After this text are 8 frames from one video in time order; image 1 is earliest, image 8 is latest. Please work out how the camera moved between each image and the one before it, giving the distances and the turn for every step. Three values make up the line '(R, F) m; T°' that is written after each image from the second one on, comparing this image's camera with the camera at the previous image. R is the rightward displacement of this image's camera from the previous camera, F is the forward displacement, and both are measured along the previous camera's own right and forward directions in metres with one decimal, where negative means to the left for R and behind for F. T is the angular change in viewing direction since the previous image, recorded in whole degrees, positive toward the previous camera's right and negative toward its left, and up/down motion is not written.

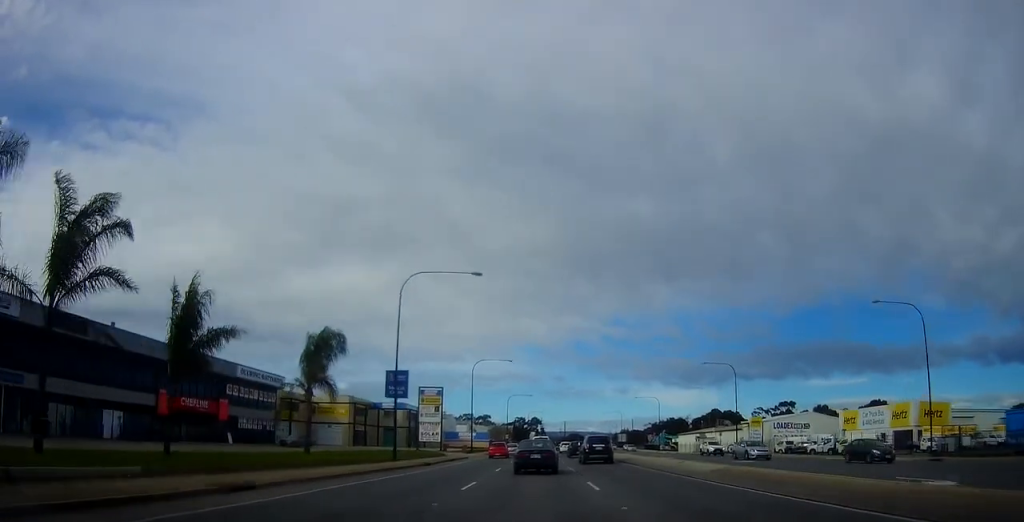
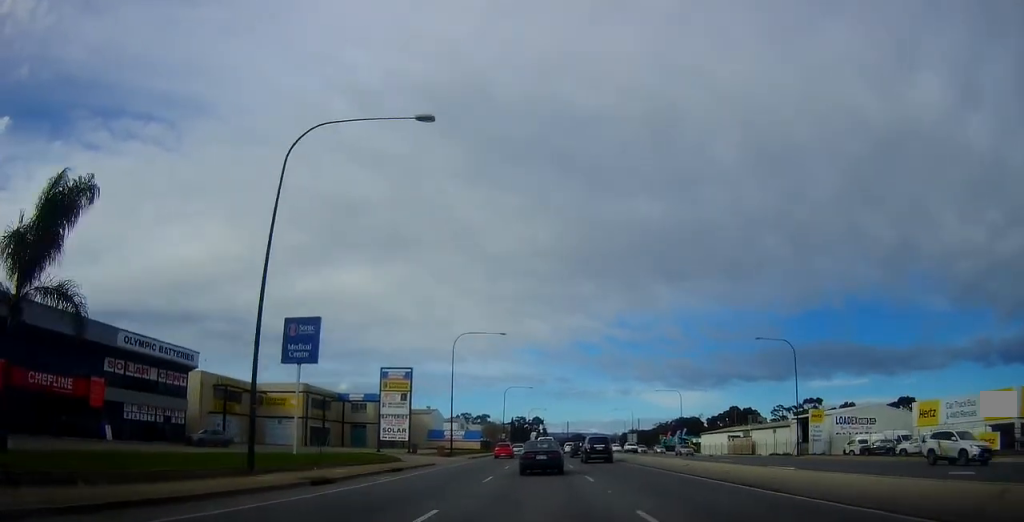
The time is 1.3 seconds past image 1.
(0.0, +19.8) m; 0°
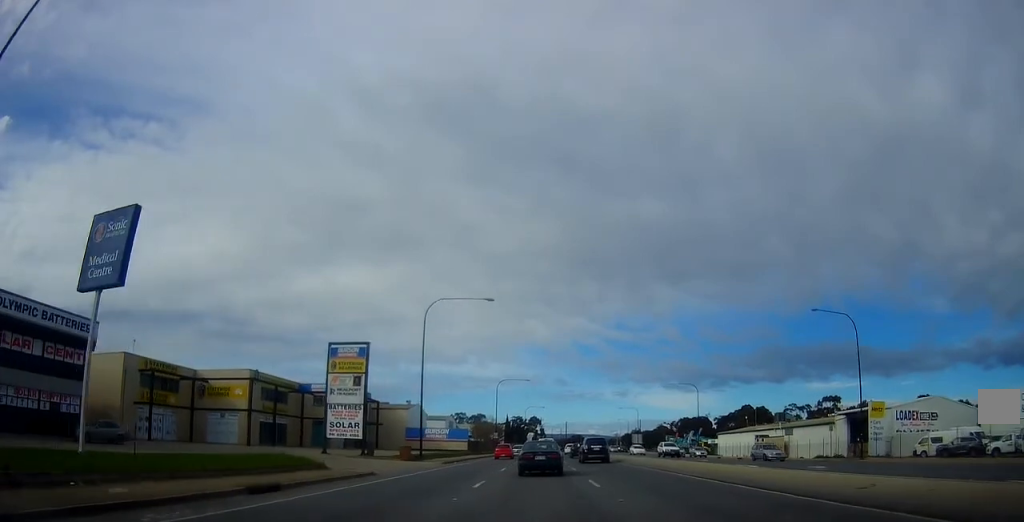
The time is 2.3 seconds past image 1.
(0.0, +14.3) m; 0°
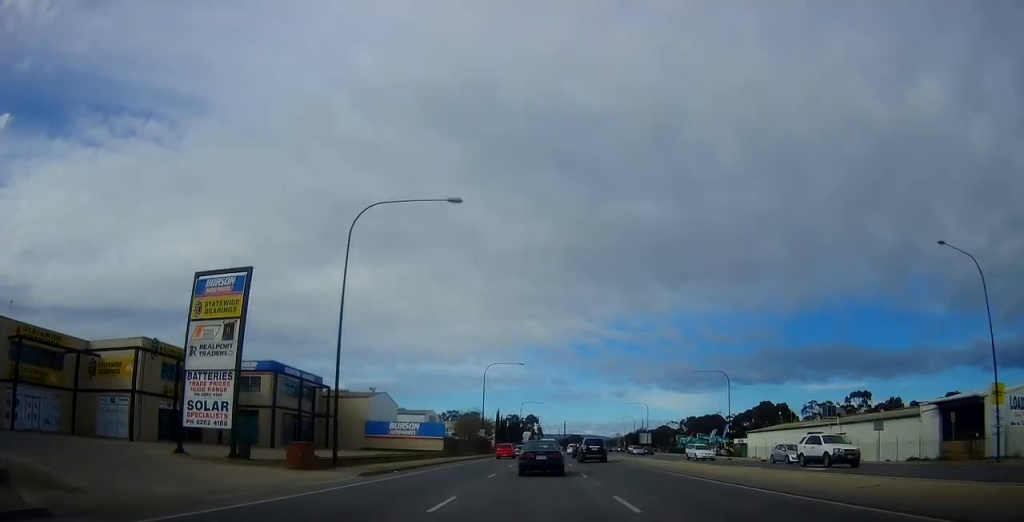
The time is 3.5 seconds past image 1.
(0.0, +18.6) m; 0°
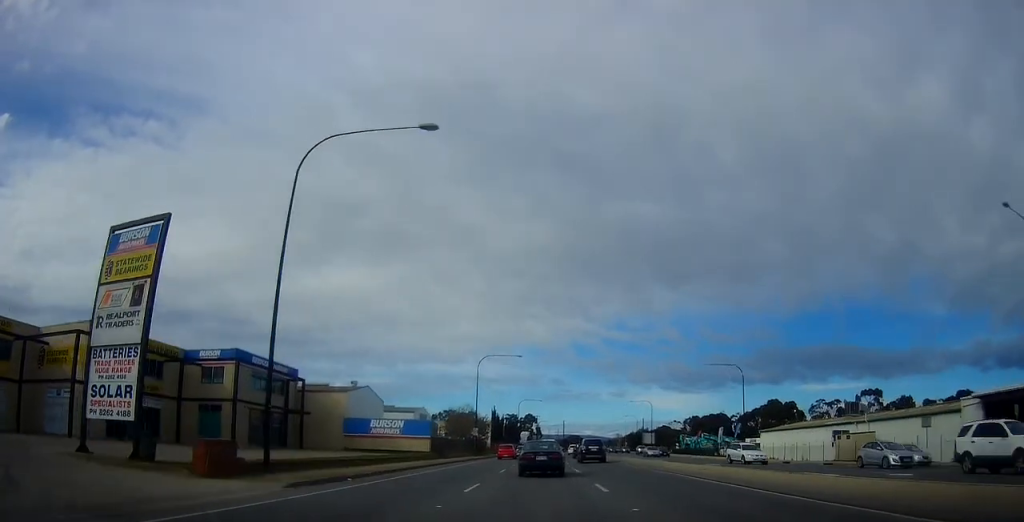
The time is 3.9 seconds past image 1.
(0.0, +6.7) m; 0°
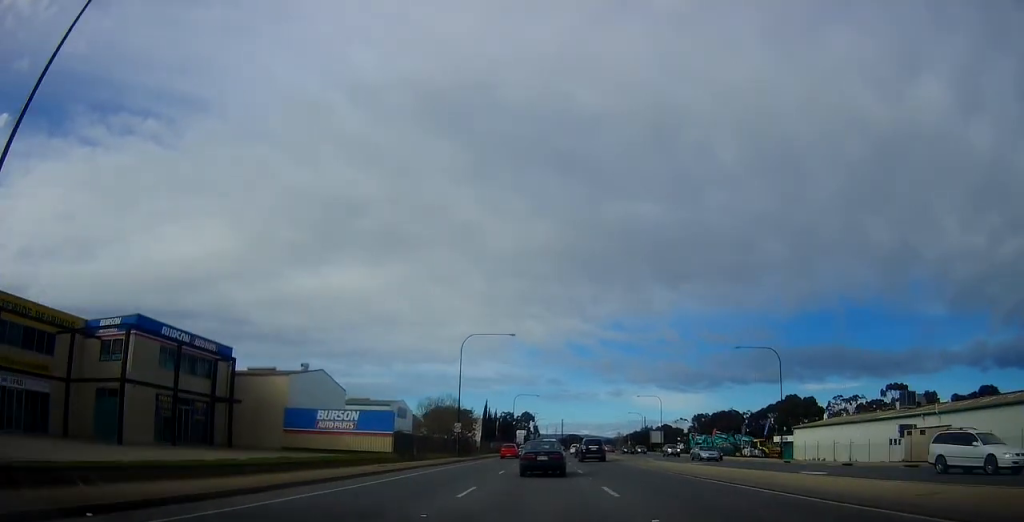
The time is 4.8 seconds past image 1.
(+0.1, +13.7) m; 0°
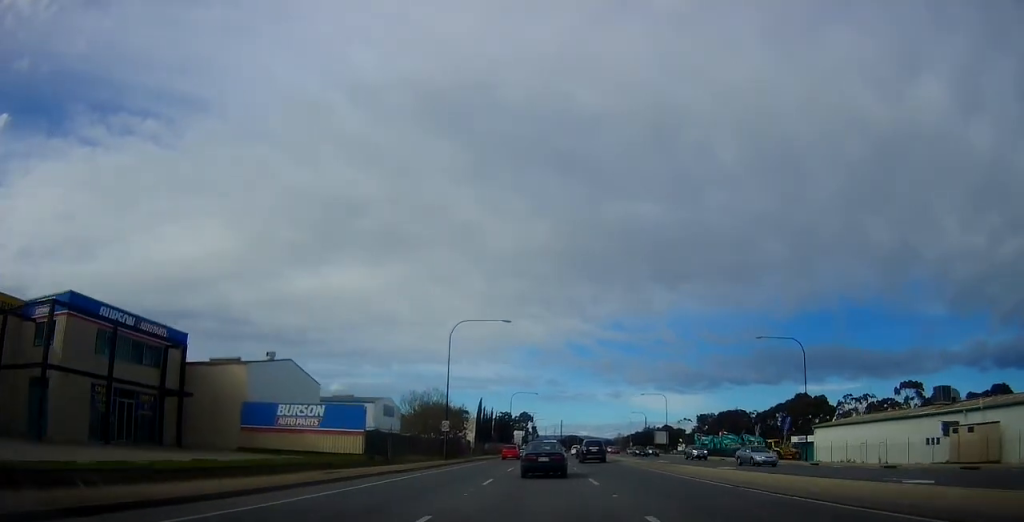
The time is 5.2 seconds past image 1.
(0.0, +6.9) m; +1°
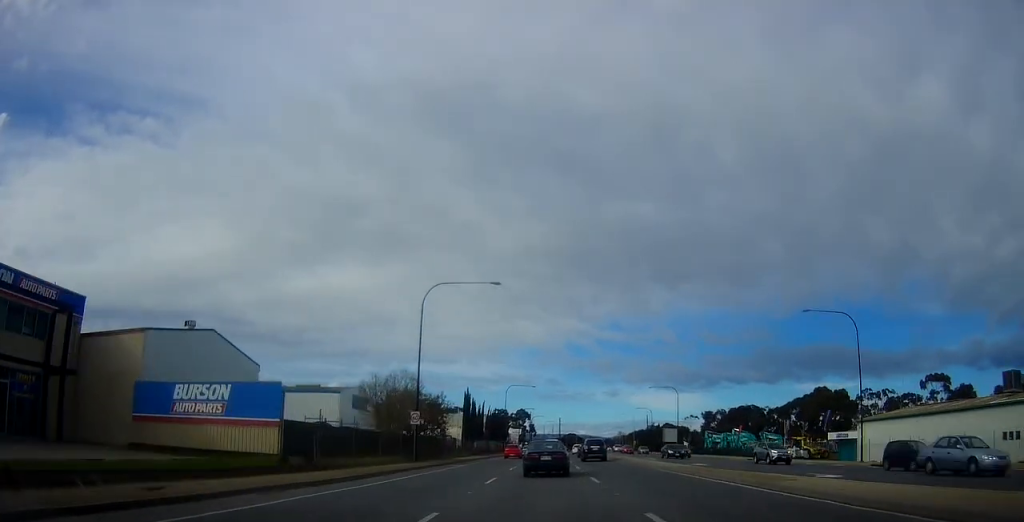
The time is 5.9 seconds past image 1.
(-0.1, +11.6) m; +1°
